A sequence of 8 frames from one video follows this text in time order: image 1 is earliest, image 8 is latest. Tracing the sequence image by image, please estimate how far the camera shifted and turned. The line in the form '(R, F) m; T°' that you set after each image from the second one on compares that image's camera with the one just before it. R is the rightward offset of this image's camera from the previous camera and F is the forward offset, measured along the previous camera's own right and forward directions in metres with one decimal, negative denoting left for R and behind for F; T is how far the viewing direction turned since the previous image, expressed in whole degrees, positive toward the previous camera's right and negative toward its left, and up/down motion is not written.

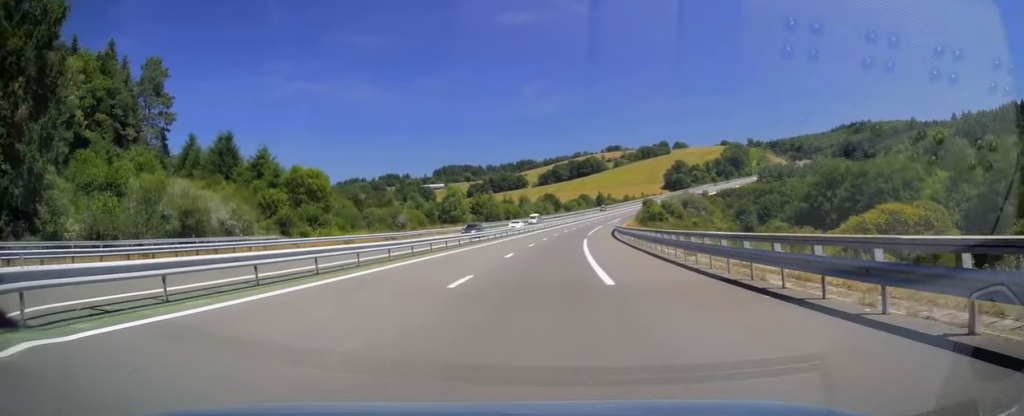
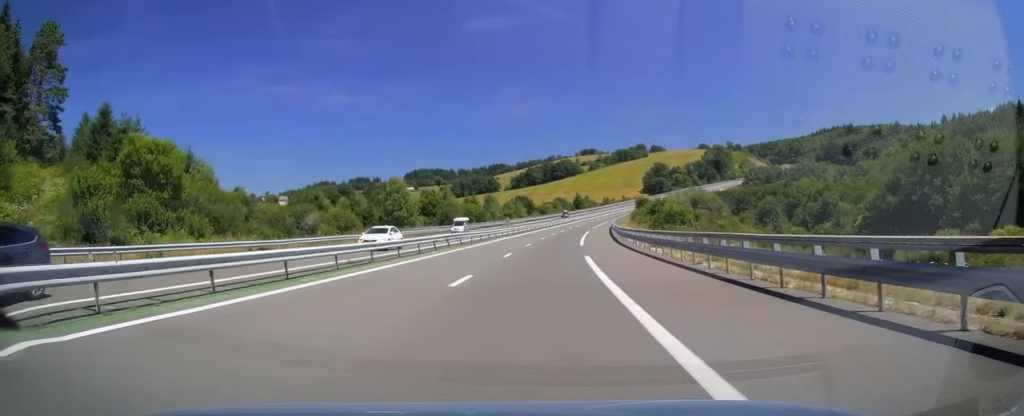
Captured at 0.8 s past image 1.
(+0.3, +25.8) m; +3°
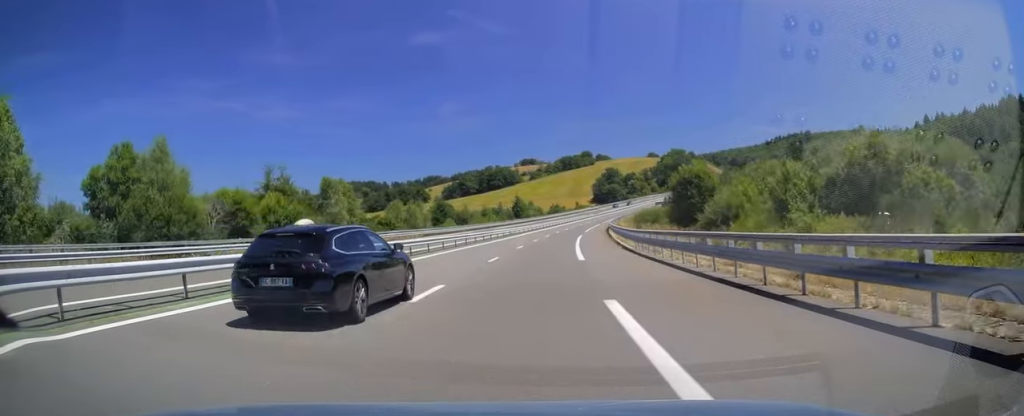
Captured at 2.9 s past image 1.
(+4.0, +68.2) m; +6°
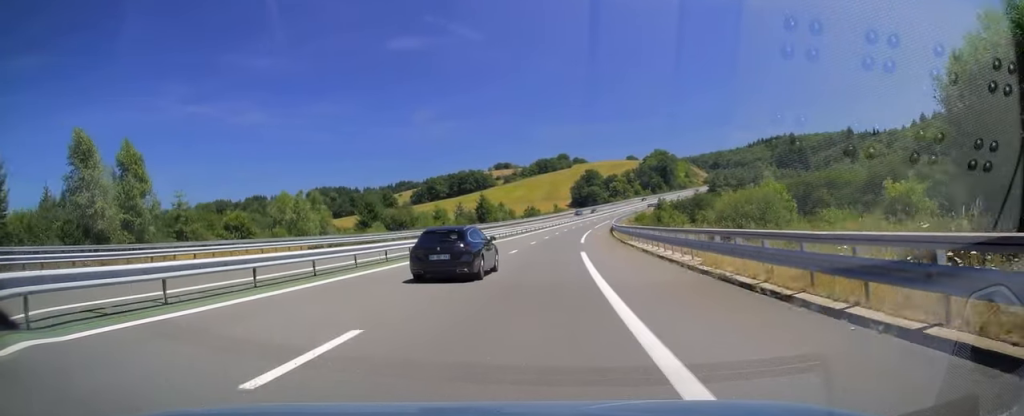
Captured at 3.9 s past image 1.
(+0.8, +32.8) m; +2°
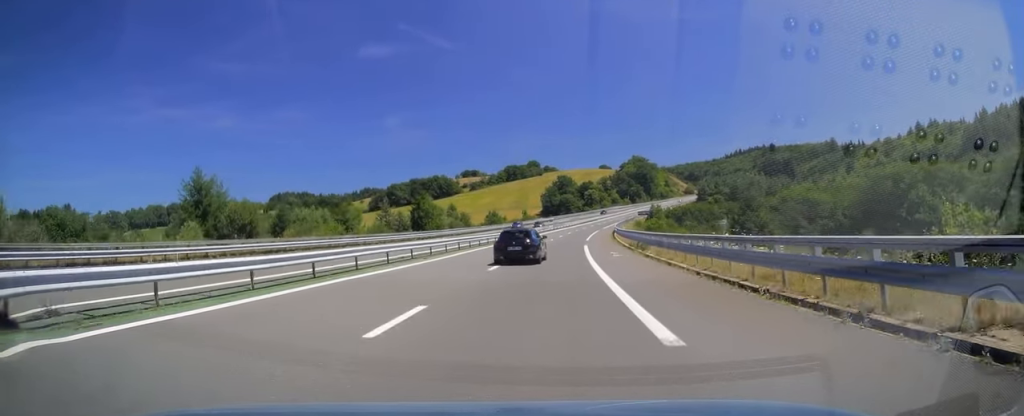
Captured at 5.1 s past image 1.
(+0.8, +36.2) m; +3°
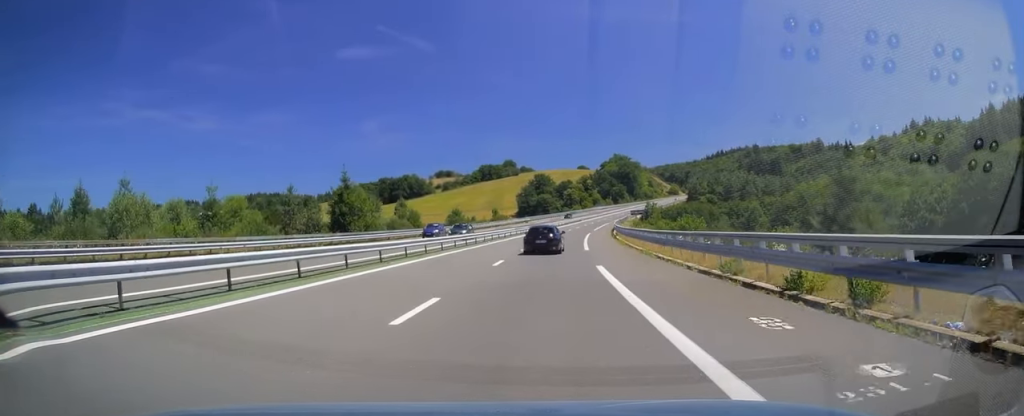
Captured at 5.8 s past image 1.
(+0.5, +24.9) m; +2°
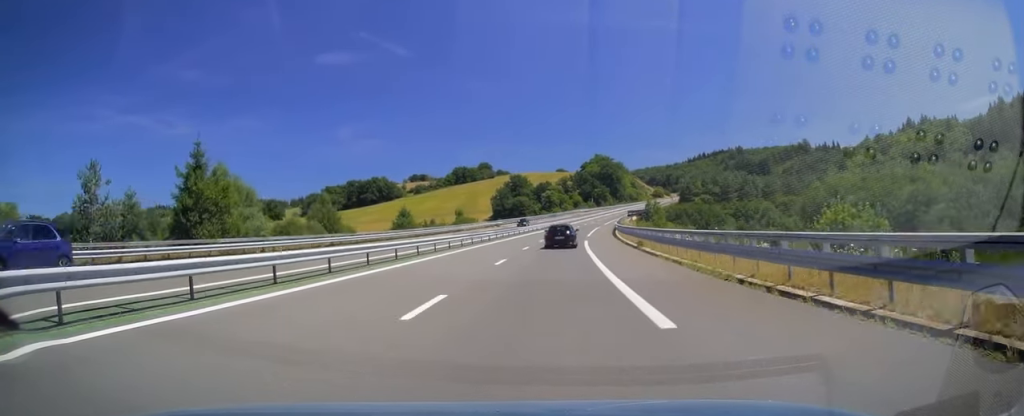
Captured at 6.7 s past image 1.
(0.0, +25.5) m; +3°
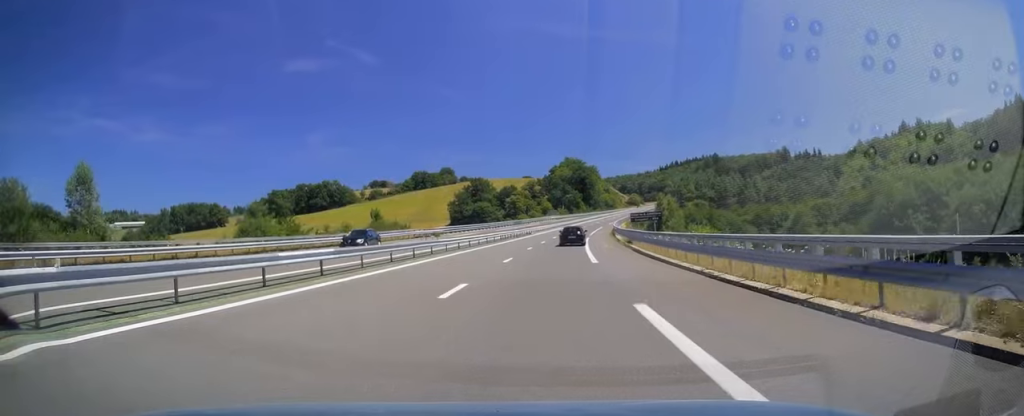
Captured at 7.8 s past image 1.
(+2.2, +36.0) m; +7°
